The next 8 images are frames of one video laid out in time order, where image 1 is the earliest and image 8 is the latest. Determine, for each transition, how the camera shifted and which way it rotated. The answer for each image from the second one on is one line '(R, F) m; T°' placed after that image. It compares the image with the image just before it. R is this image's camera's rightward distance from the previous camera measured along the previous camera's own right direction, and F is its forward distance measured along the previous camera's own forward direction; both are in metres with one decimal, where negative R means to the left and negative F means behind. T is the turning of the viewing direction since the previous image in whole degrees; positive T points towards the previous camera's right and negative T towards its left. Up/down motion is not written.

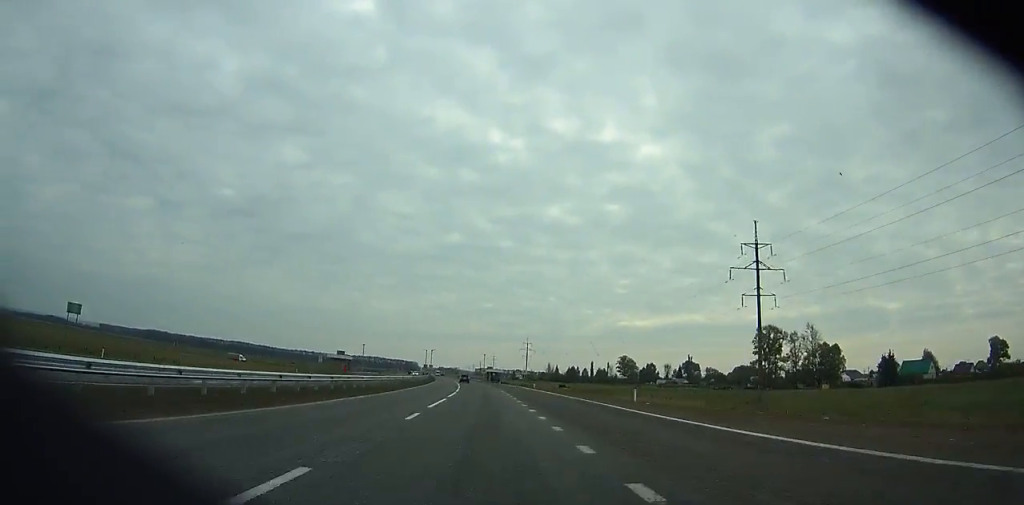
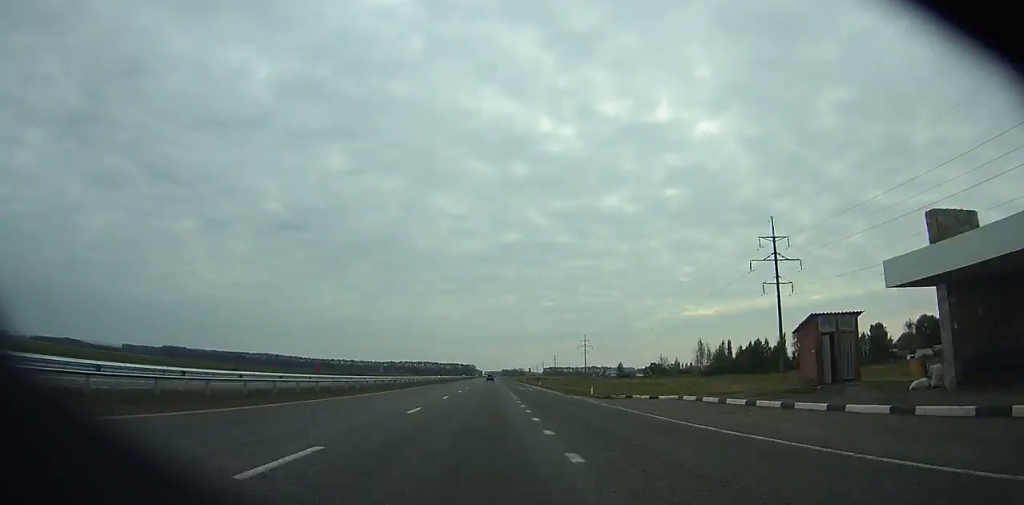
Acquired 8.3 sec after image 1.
(-15.5, +198.9) m; -7°
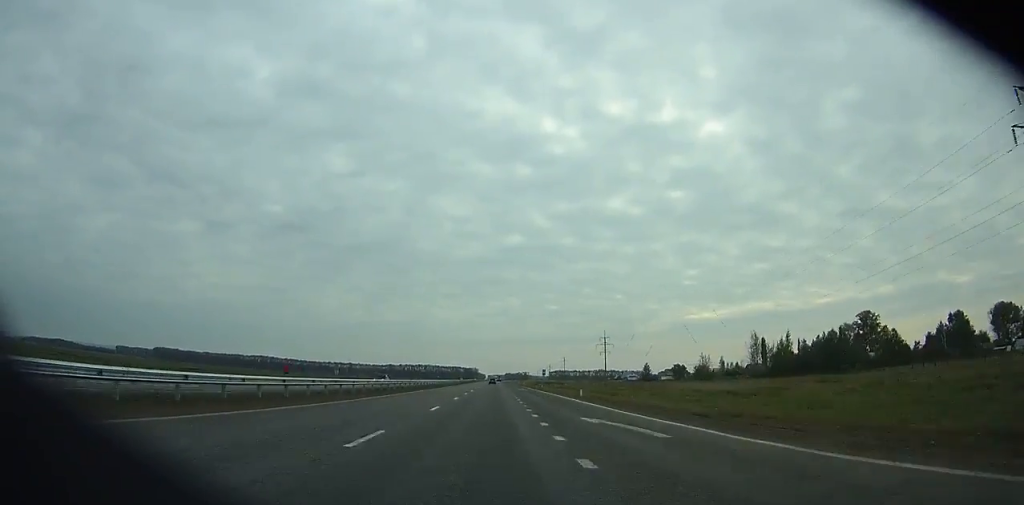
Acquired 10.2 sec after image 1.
(-0.3, +44.3) m; 0°
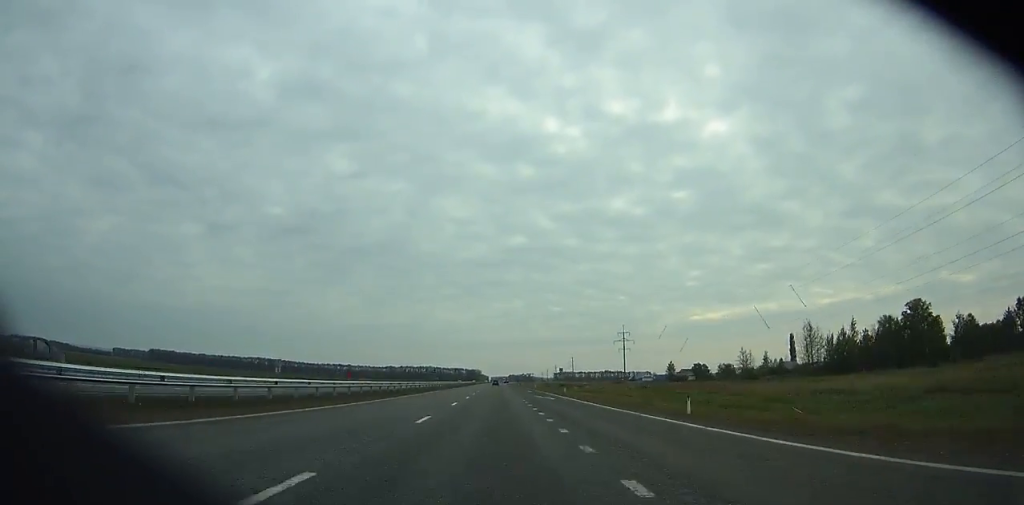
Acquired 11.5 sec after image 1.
(-0.1, +30.2) m; 0°
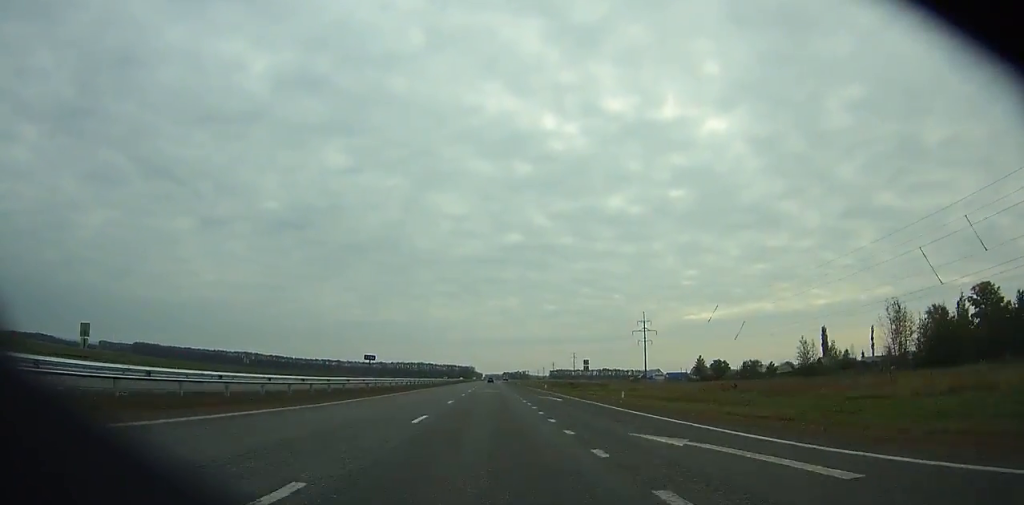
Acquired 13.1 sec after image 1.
(0.0, +36.7) m; 0°
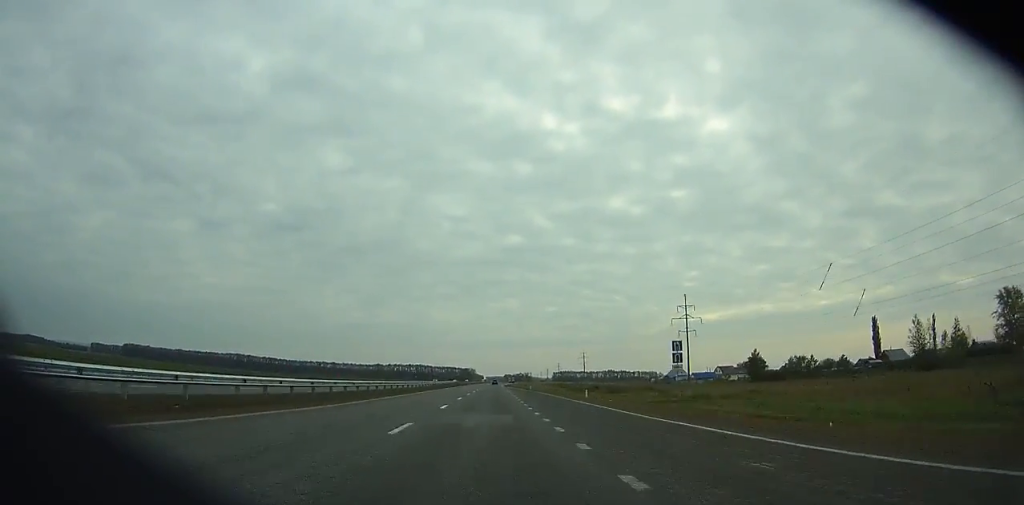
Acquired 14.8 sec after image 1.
(0.0, +38.9) m; 0°
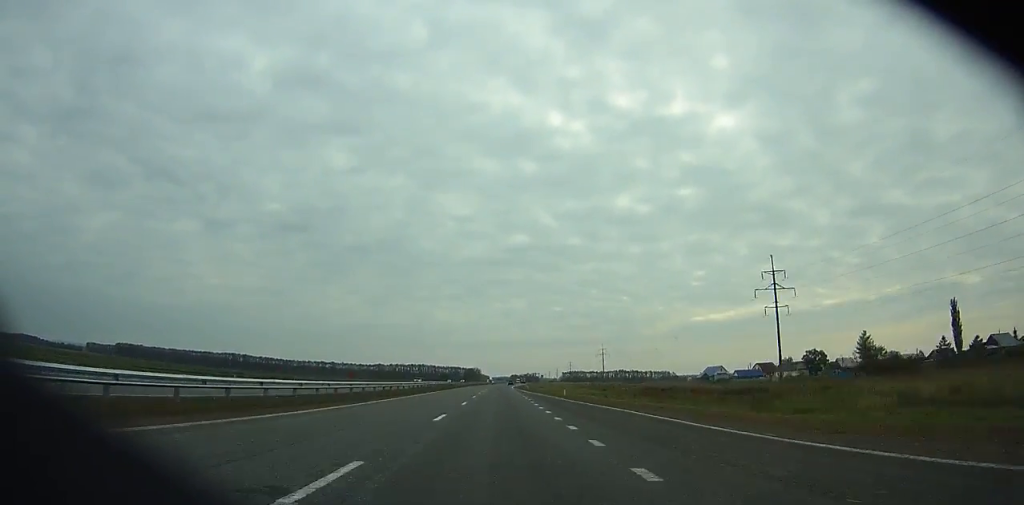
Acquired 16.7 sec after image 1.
(0.0, +43.3) m; 0°
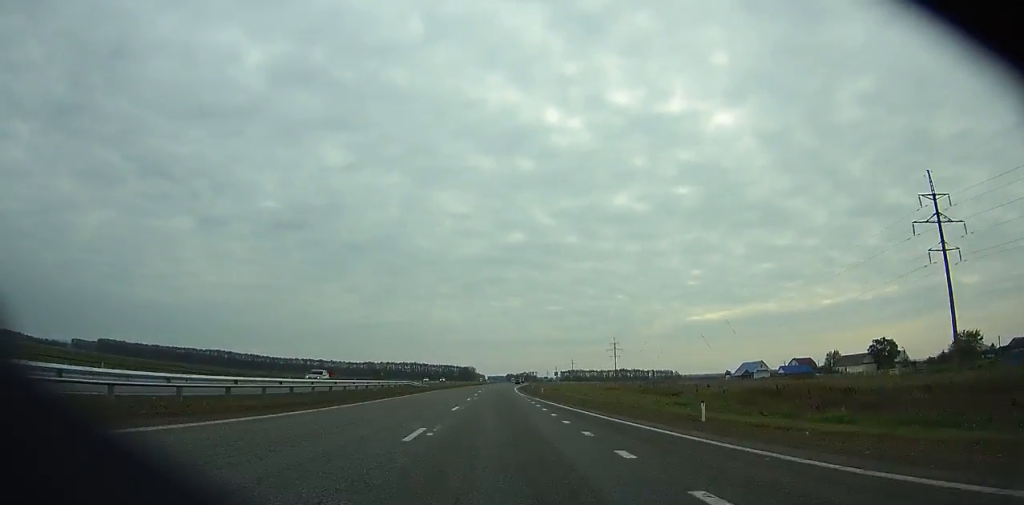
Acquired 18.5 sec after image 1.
(0.0, +41.2) m; 0°
